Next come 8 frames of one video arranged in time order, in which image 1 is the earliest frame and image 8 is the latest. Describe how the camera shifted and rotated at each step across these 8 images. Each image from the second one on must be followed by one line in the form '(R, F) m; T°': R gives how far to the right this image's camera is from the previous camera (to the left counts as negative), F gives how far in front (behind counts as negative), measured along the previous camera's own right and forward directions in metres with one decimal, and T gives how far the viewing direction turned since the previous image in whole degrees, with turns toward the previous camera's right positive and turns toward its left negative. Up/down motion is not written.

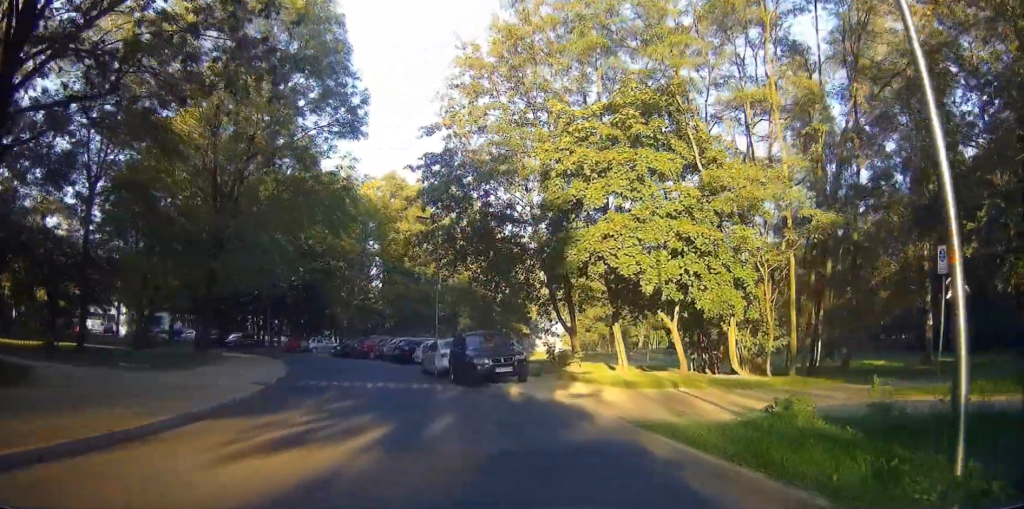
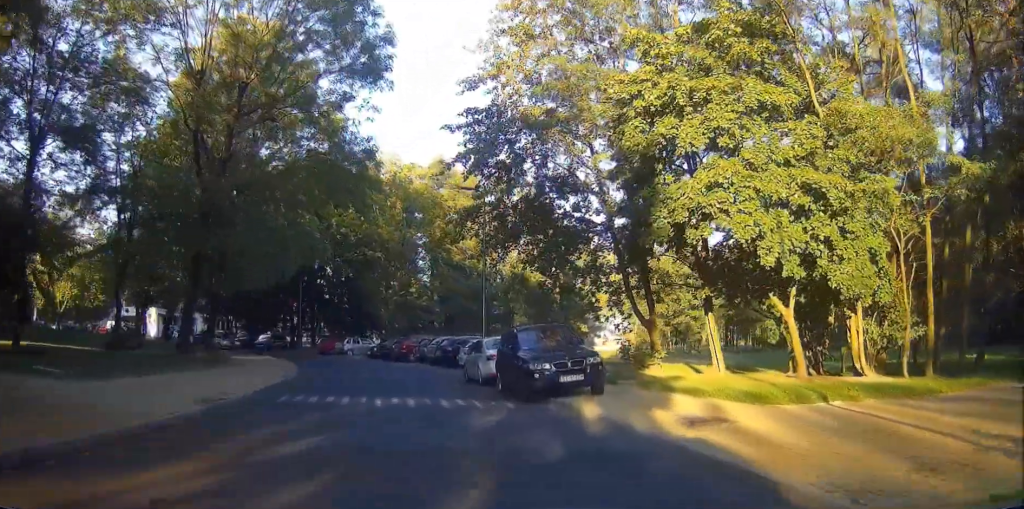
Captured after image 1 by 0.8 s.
(-0.1, +6.1) m; -1°
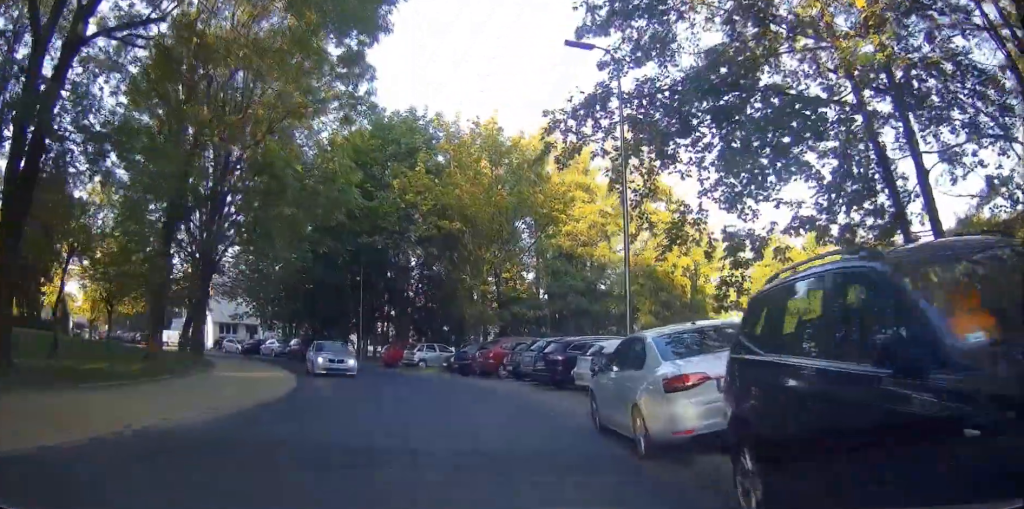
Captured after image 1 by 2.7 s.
(-1.0, +14.0) m; -11°
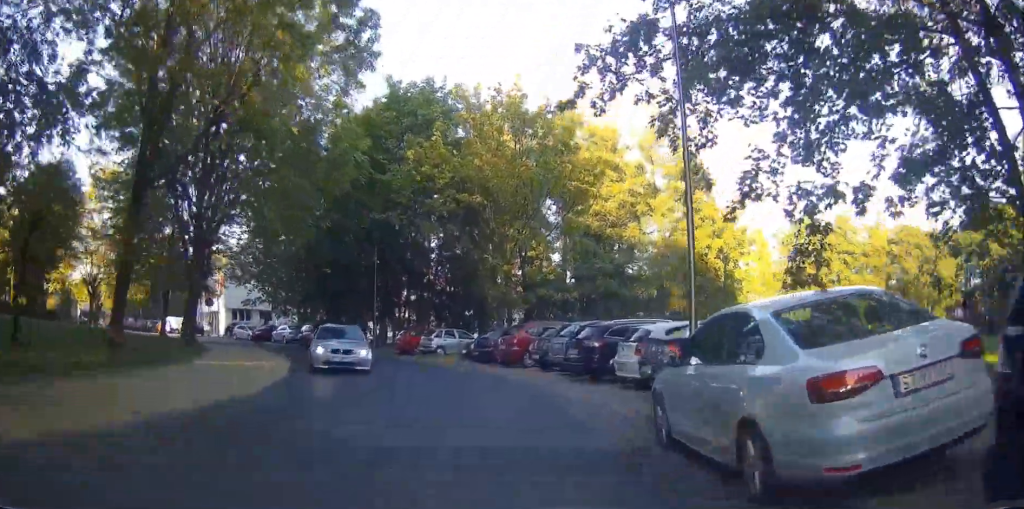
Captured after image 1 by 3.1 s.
(-0.2, +3.4) m; -3°
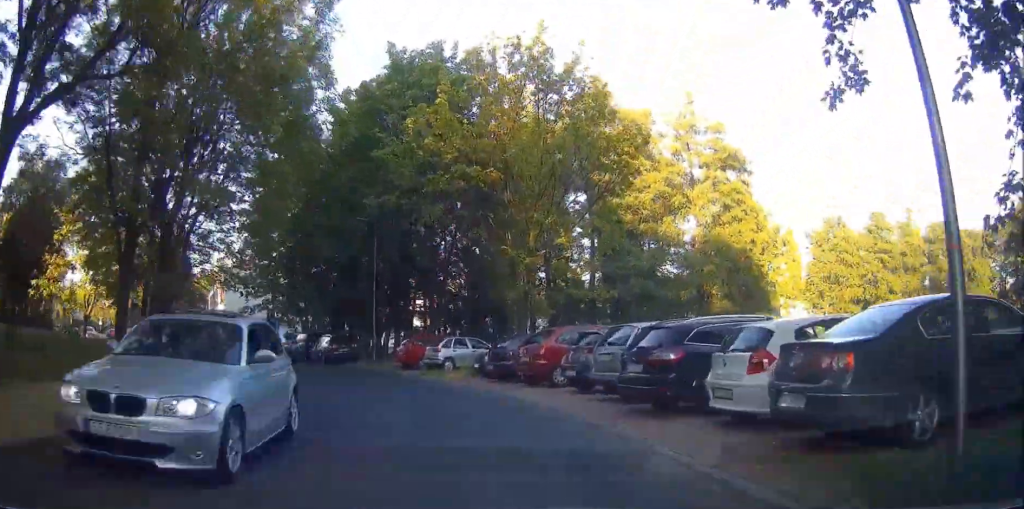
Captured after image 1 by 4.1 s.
(-0.1, +6.6) m; 0°
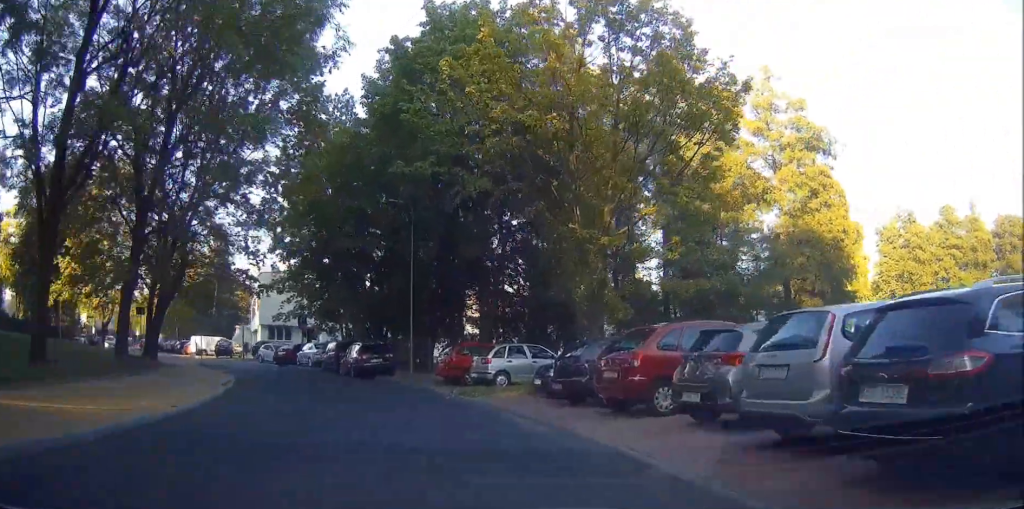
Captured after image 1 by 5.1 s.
(+0.1, +6.9) m; +1°
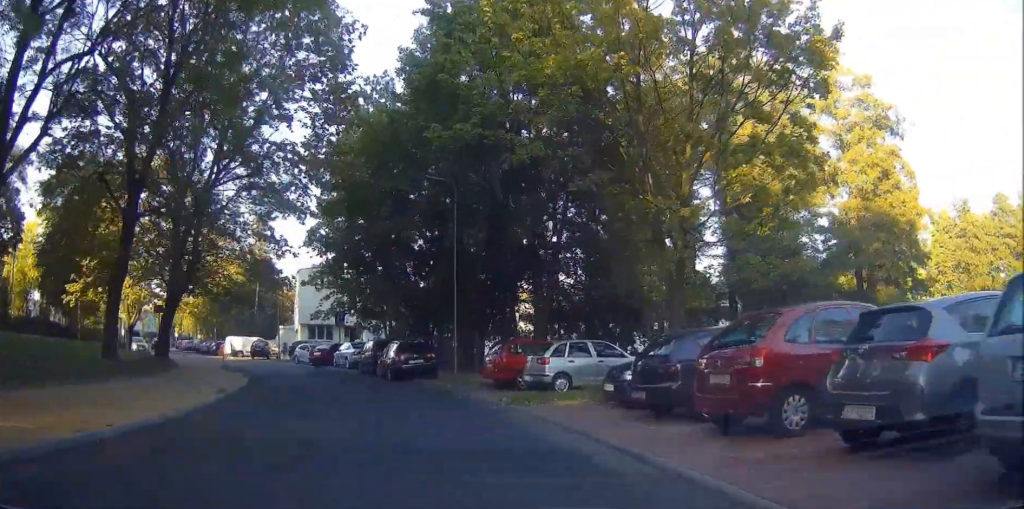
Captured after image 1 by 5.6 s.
(0.0, +3.8) m; -10°
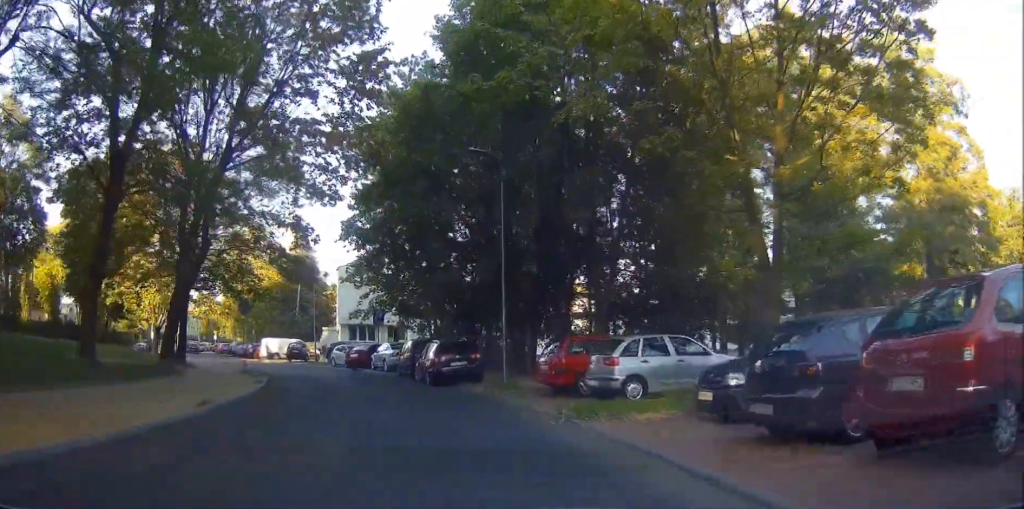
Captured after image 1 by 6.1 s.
(+0.4, +3.3) m; -10°
